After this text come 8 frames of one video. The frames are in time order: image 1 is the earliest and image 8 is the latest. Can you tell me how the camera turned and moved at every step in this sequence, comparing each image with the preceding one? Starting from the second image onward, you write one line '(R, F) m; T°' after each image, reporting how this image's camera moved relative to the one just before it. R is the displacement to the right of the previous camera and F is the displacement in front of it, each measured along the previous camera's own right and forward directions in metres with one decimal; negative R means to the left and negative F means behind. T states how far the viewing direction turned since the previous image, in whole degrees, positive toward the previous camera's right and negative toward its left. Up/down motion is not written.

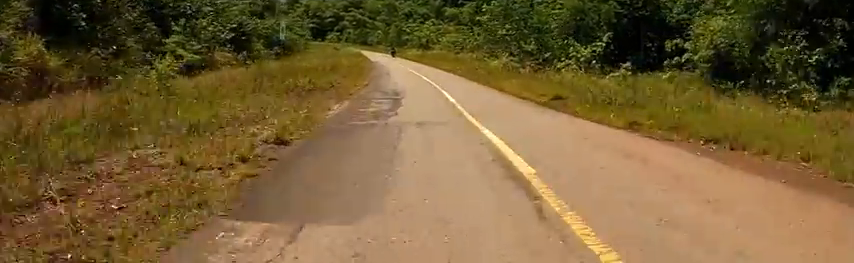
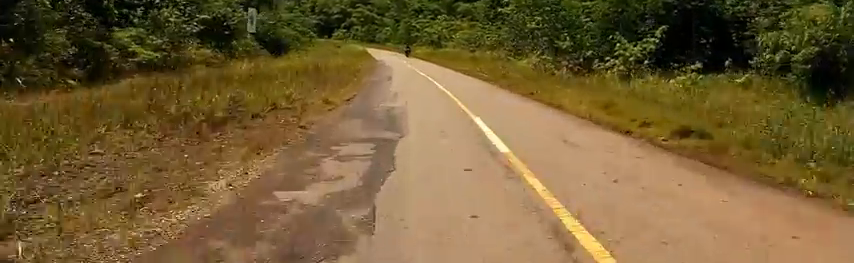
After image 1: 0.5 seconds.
(0.0, +6.8) m; 0°
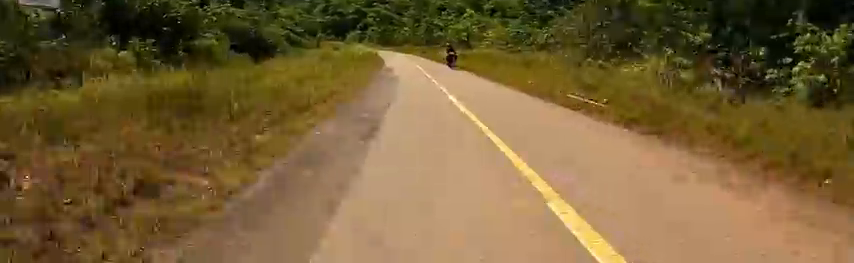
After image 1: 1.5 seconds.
(+0.1, +14.1) m; 0°
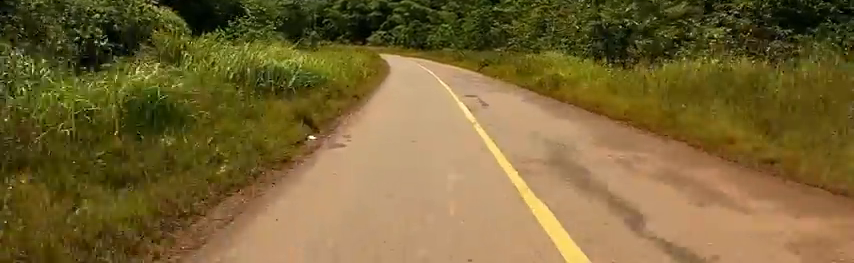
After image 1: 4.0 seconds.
(-3.0, +32.4) m; -8°
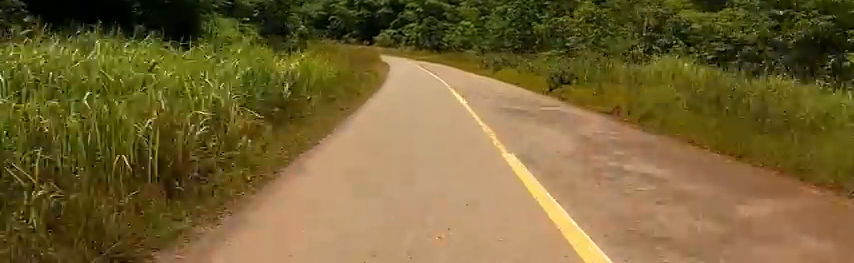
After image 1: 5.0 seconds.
(+1.1, +13.0) m; +5°
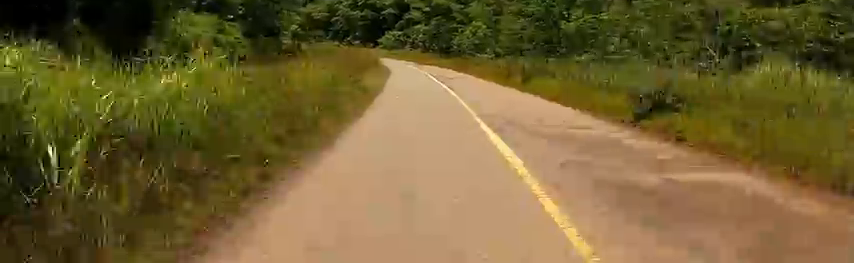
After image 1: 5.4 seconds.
(+0.1, +5.6) m; -1°
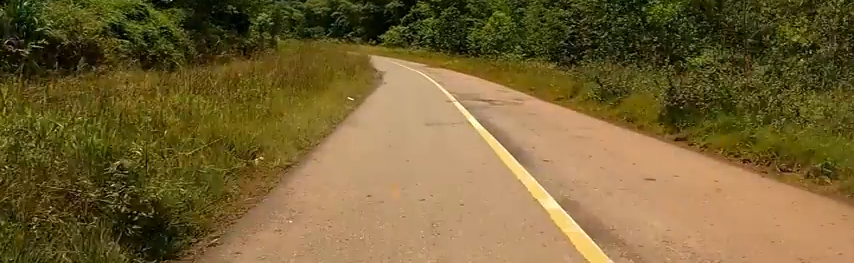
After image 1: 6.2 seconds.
(+0.1, +9.9) m; -5°
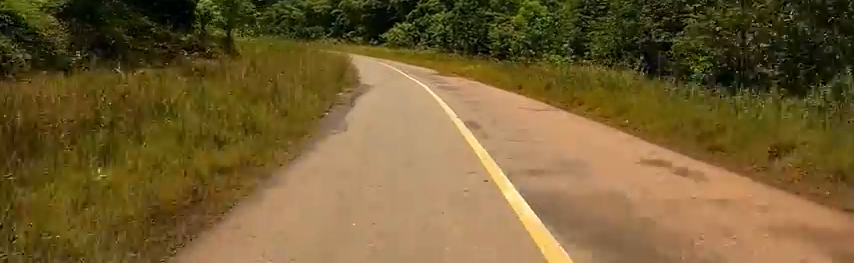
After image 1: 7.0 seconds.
(-1.0, +10.2) m; -7°
